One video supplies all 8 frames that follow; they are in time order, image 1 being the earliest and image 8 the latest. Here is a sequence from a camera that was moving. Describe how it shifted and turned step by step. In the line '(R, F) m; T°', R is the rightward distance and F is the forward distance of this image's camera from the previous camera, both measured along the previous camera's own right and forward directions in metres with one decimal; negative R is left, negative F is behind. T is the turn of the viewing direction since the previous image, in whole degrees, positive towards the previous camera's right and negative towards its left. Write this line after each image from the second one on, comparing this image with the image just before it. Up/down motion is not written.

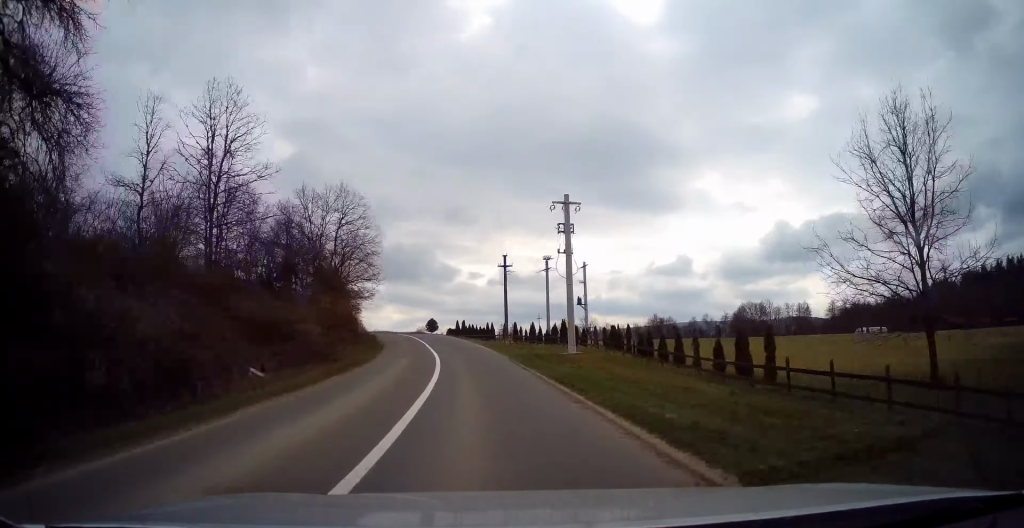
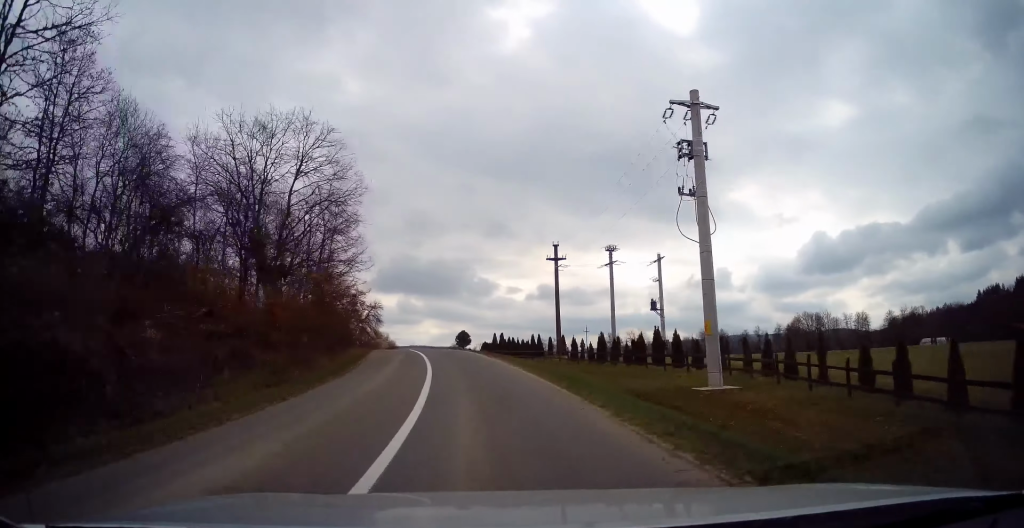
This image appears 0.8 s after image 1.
(-0.3, +16.7) m; -2°
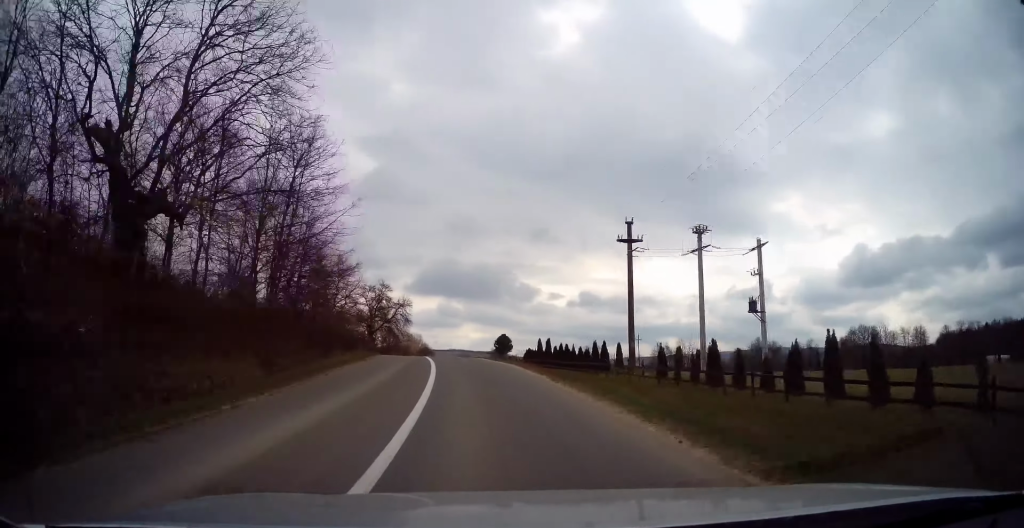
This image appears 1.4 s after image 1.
(-0.3, +13.0) m; -3°
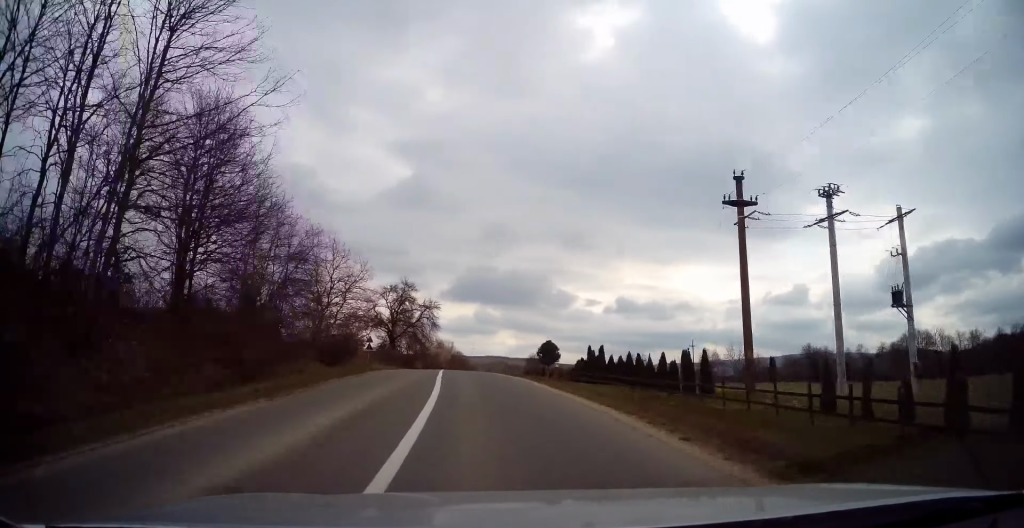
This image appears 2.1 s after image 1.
(-0.1, +12.8) m; -4°
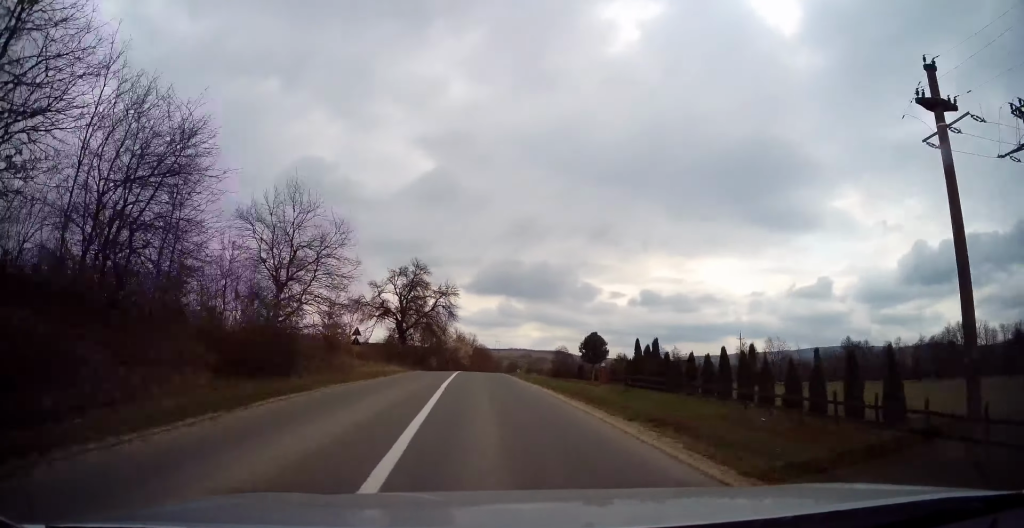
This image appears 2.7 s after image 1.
(-0.8, +12.6) m; -3°
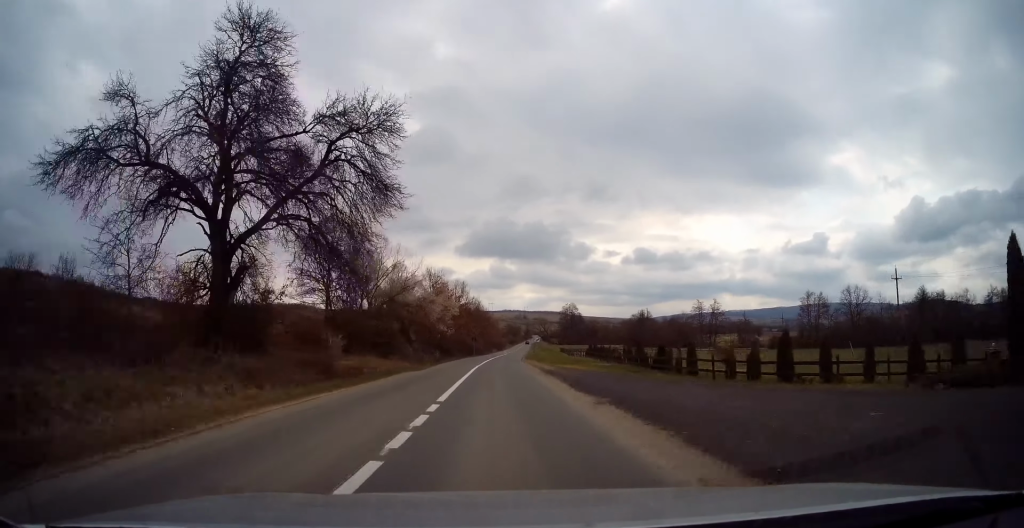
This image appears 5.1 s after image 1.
(-2.1, +47.5) m; -2°
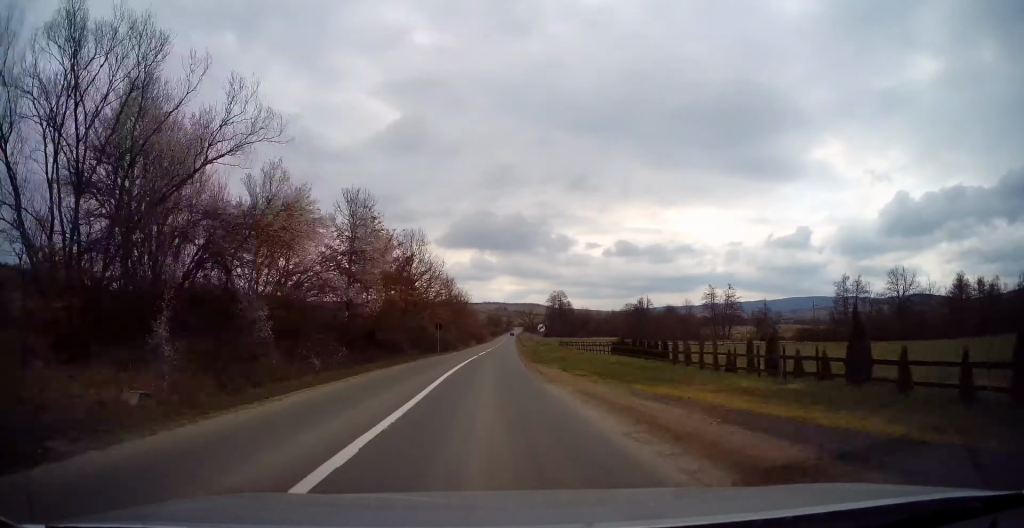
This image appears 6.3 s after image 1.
(+1.2, +26.3) m; +3°
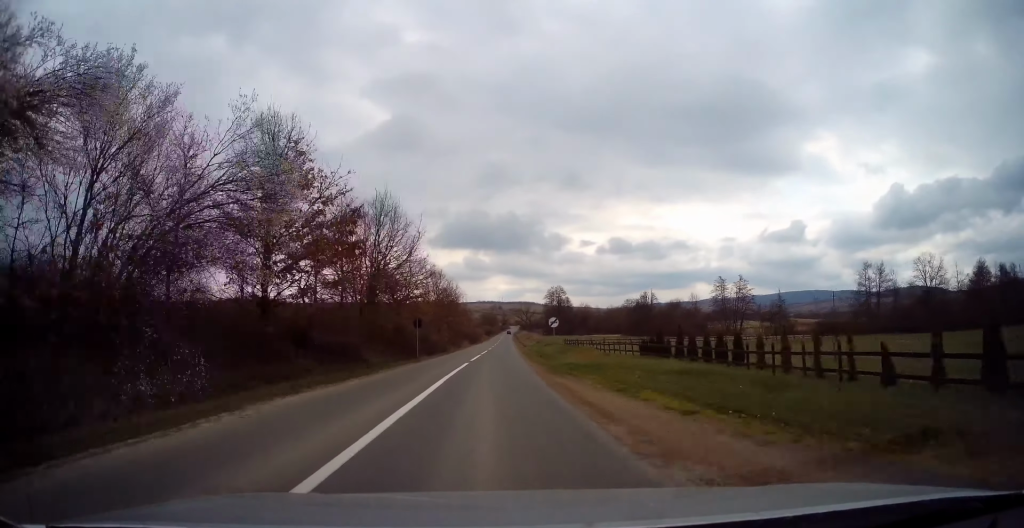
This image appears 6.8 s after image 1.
(+0.1, +10.7) m; 0°
